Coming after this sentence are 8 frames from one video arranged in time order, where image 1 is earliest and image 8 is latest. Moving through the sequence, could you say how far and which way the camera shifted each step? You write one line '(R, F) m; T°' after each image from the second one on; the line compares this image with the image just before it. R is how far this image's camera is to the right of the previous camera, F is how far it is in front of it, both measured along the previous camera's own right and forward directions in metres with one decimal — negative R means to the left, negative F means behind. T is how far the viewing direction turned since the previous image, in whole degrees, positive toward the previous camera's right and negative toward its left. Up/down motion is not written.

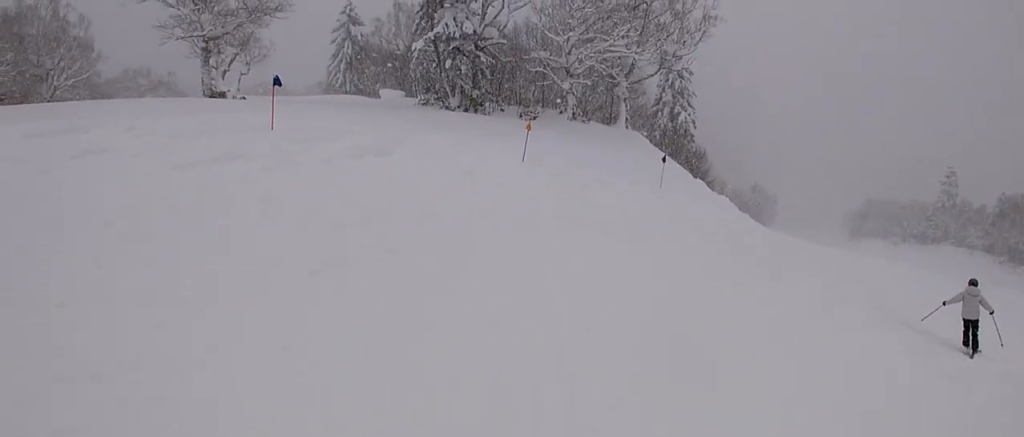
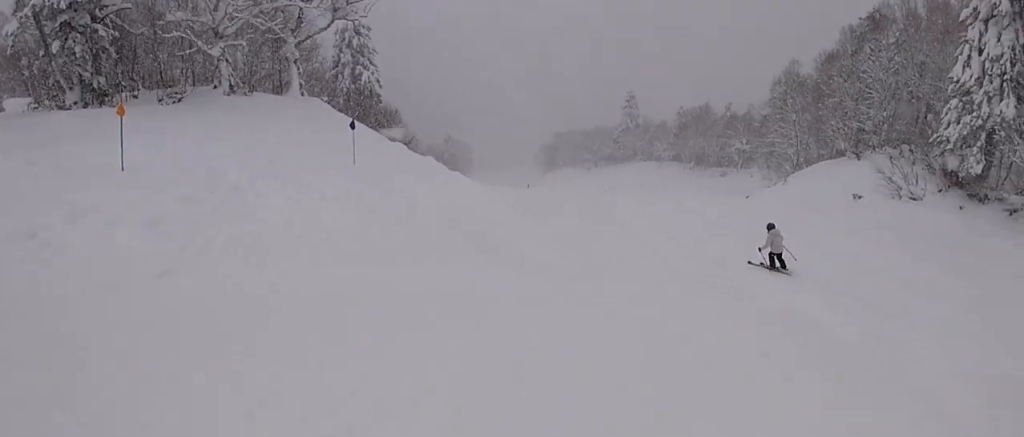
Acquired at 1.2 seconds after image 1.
(+1.3, +5.9) m; +22°
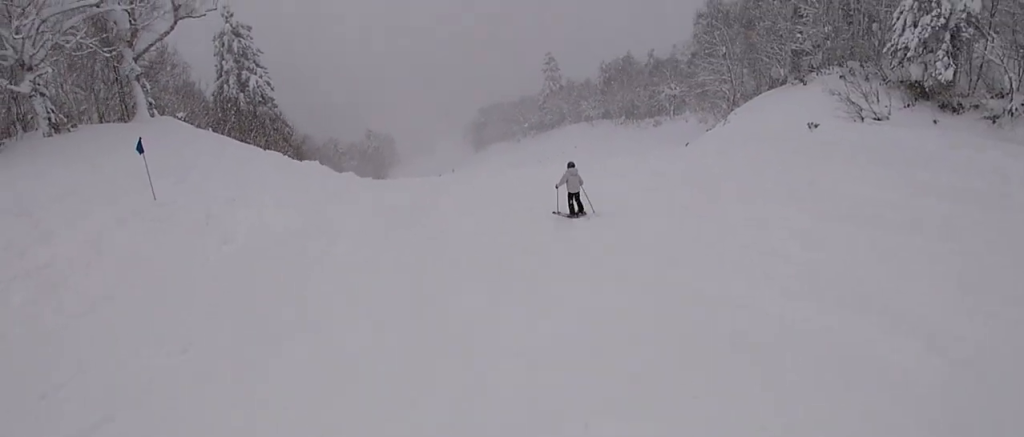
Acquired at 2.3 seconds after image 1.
(+0.4, +5.8) m; -1°
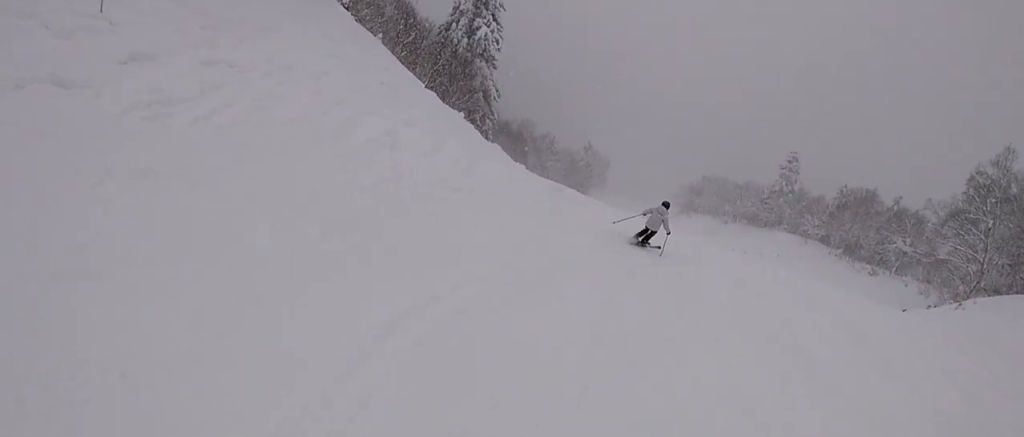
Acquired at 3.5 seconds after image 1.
(-0.6, +7.2) m; -17°
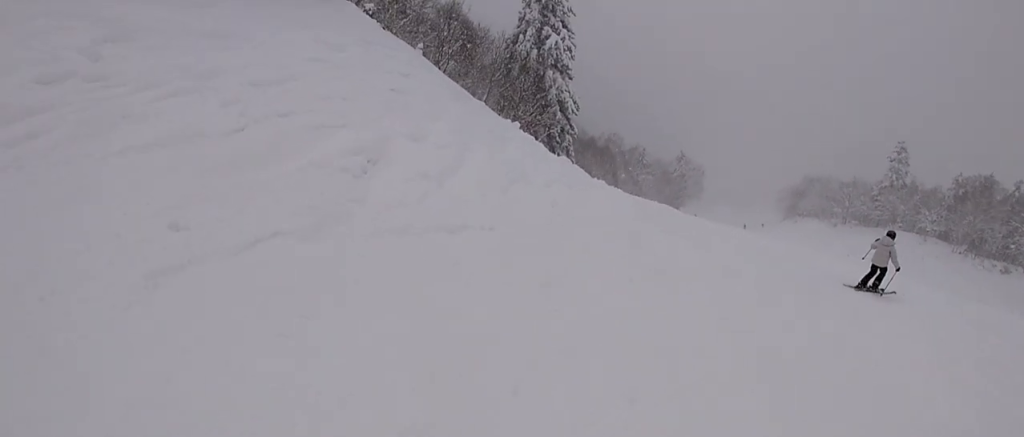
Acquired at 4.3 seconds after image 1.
(-0.9, +4.8) m; -10°
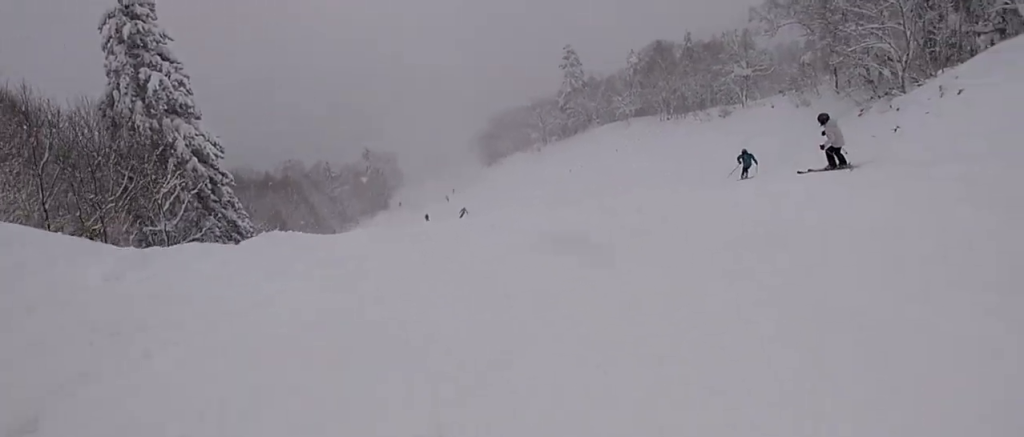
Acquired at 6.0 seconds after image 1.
(+0.8, +9.1) m; +21°
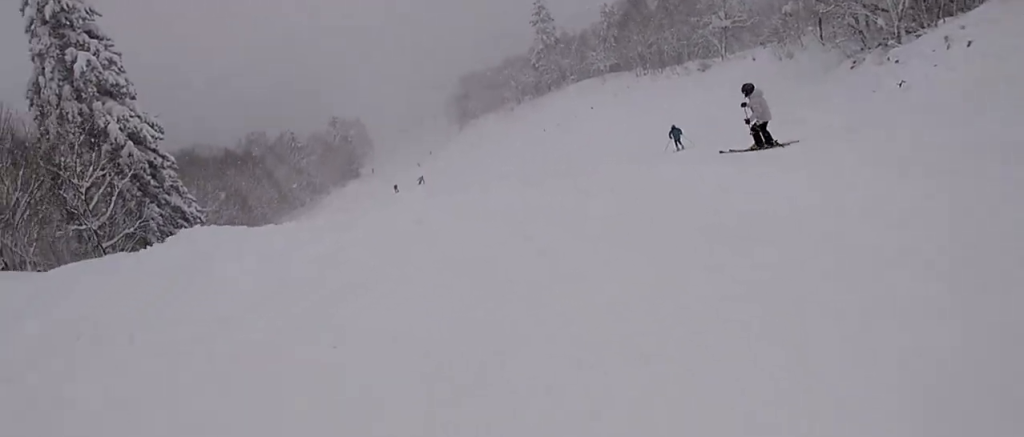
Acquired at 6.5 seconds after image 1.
(+0.4, +2.5) m; +8°
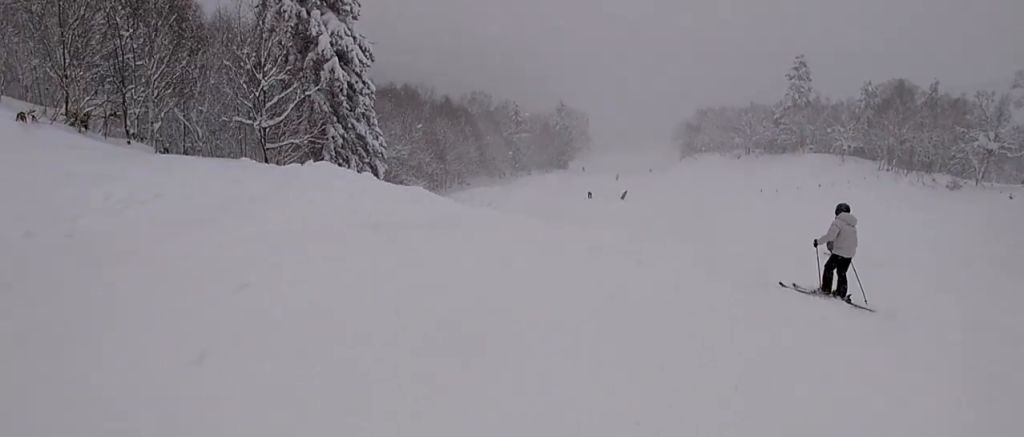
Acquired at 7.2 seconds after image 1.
(+0.1, +3.2) m; -15°
